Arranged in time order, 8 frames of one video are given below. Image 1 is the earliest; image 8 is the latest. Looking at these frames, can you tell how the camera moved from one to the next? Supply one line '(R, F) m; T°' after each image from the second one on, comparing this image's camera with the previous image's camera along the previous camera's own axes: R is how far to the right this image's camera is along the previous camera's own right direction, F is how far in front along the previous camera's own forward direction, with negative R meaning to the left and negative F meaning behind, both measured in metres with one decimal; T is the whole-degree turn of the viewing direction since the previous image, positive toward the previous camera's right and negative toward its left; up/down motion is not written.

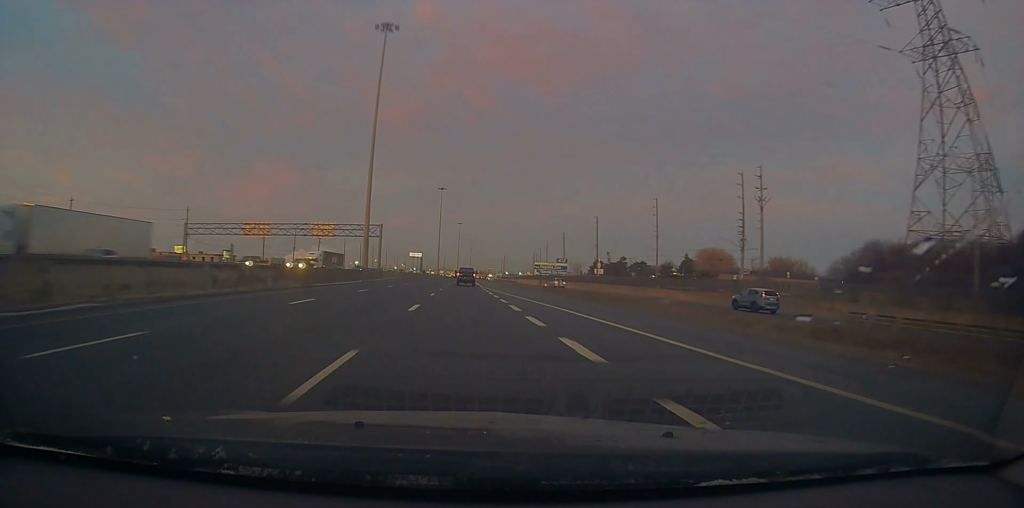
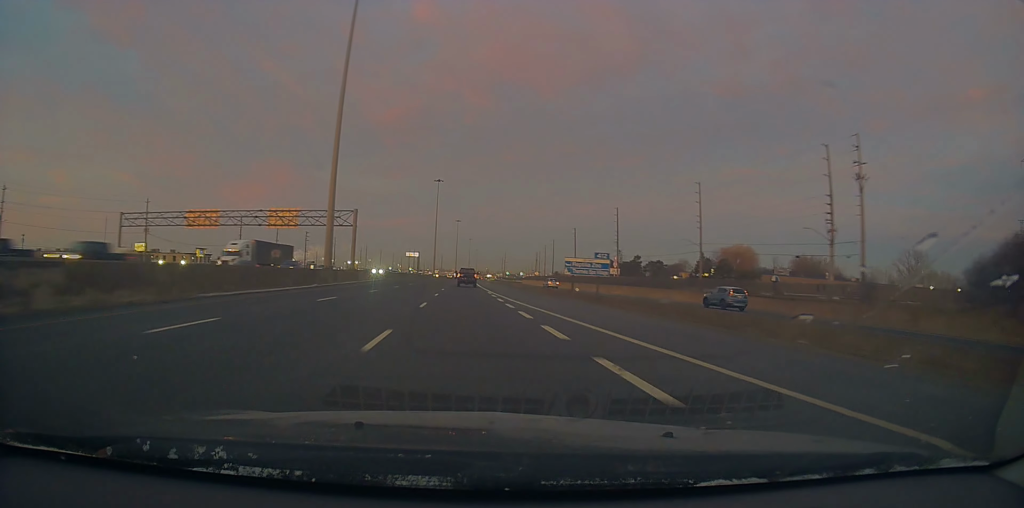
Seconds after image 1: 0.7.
(+0.1, +20.9) m; +1°
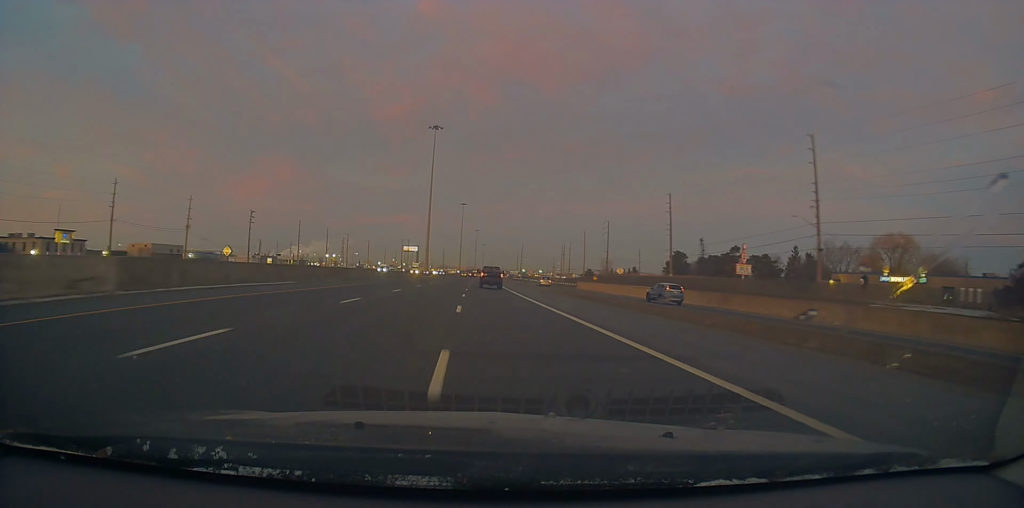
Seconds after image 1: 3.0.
(-0.2, +74.5) m; -1°
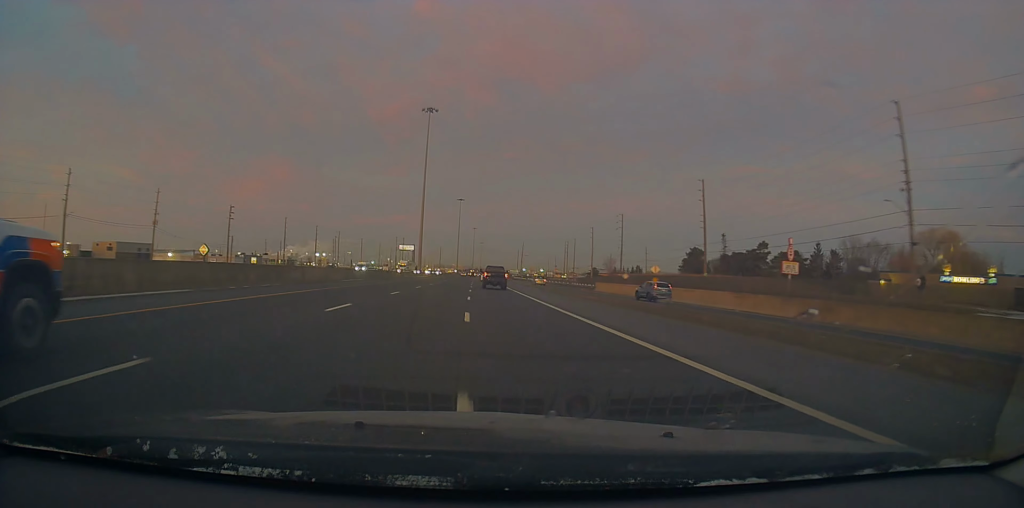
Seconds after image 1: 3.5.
(+0.3, +15.1) m; 0°
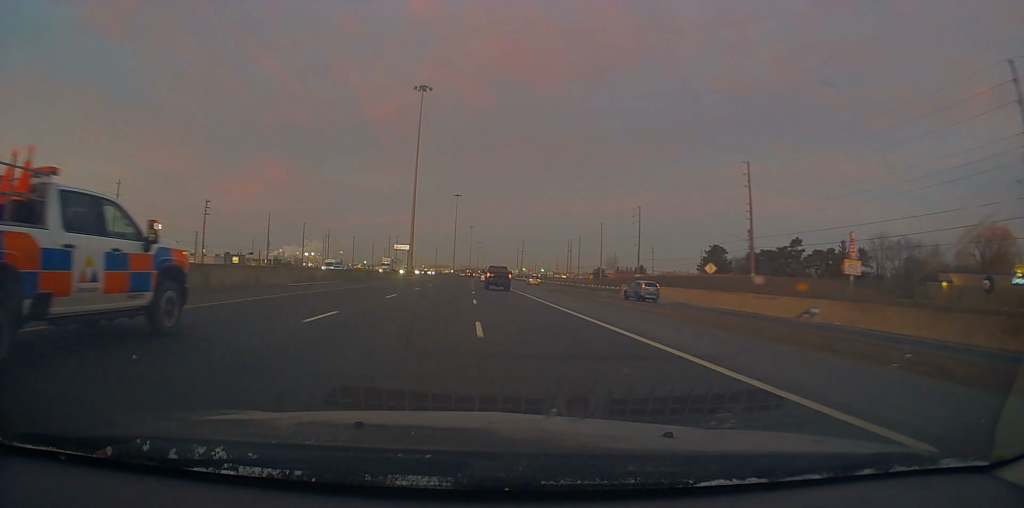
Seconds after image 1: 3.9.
(+0.2, +15.1) m; 0°
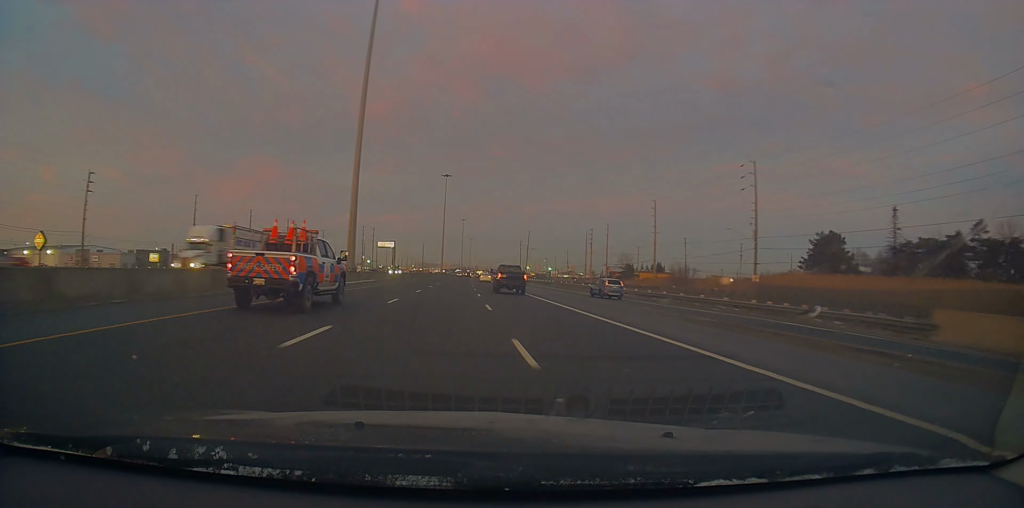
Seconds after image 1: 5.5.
(+0.5, +51.0) m; +1°
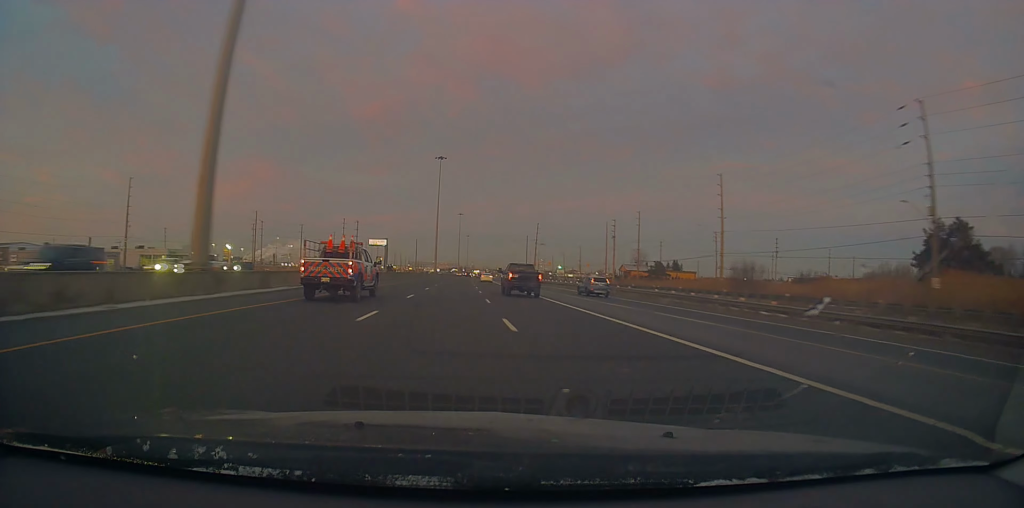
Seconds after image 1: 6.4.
(+0.1, +30.7) m; 0°
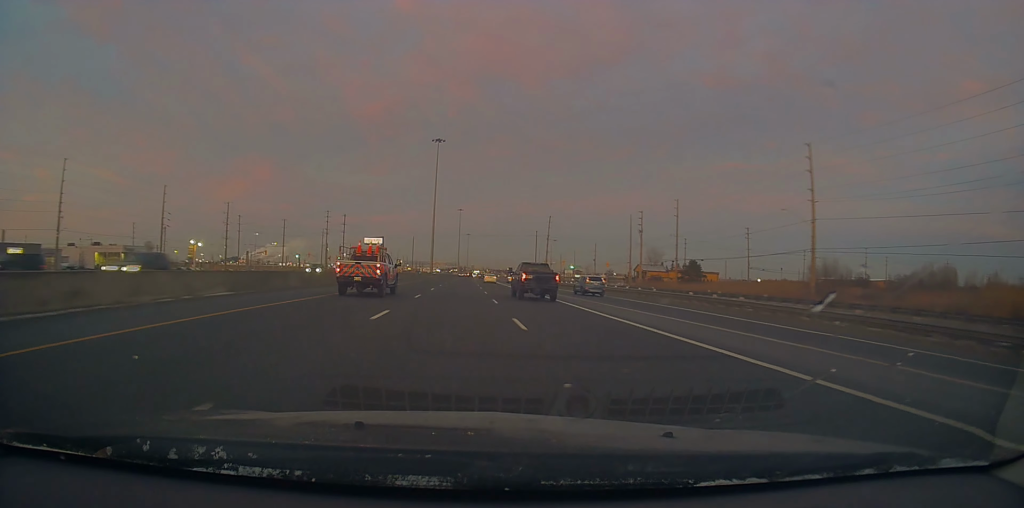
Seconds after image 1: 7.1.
(-0.2, +23.3) m; 0°
